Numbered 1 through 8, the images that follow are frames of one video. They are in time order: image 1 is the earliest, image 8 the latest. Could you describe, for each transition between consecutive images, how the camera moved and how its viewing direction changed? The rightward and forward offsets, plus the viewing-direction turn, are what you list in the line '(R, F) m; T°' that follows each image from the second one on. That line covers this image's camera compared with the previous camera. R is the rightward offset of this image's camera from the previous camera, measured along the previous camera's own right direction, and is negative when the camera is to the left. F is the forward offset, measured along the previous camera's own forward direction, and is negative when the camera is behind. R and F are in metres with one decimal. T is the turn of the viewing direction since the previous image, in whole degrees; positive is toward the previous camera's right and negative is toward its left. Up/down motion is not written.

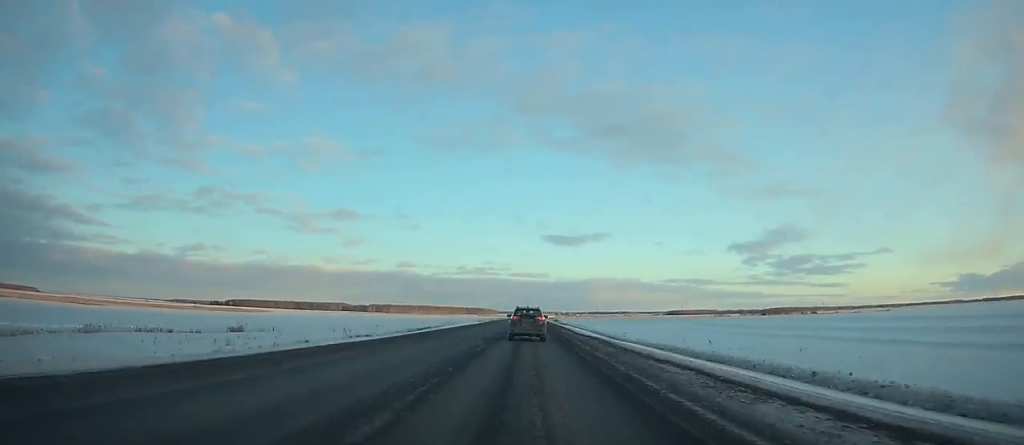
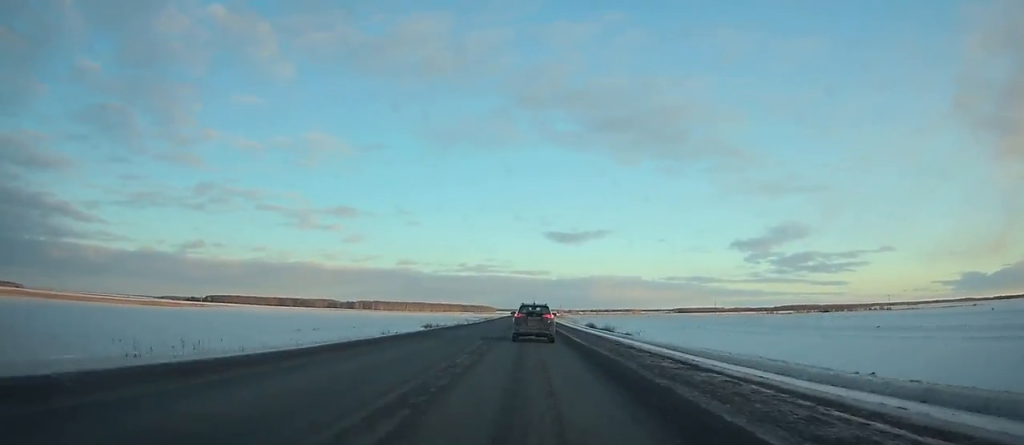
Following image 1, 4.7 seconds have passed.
(+0.1, +124.1) m; 0°
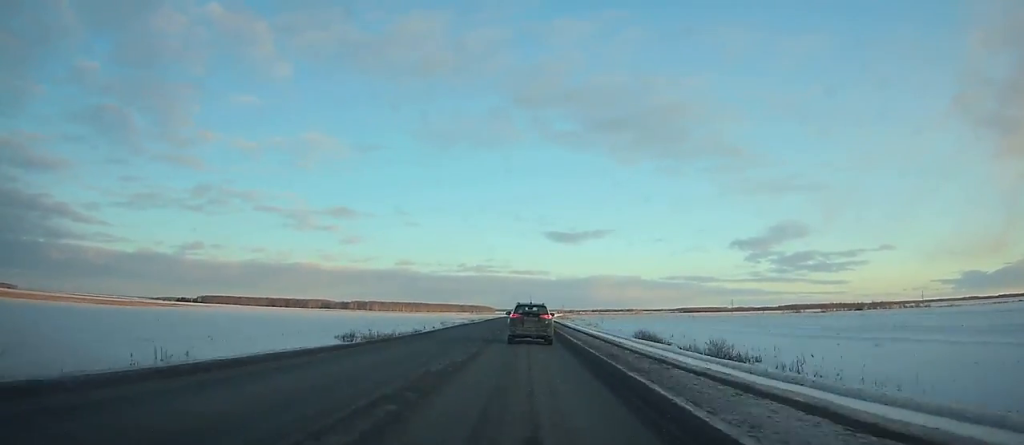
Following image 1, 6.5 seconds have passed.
(+0.2, +48.6) m; 0°
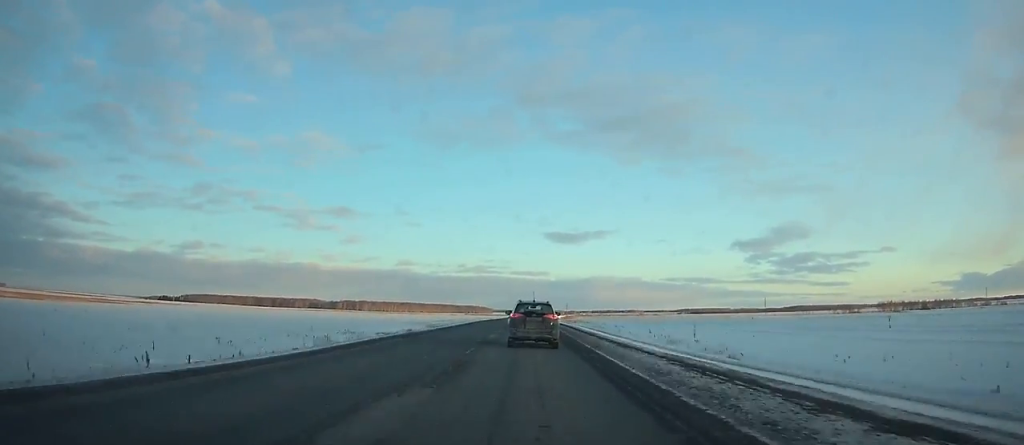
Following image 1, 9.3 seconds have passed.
(-0.2, +76.2) m; 0°
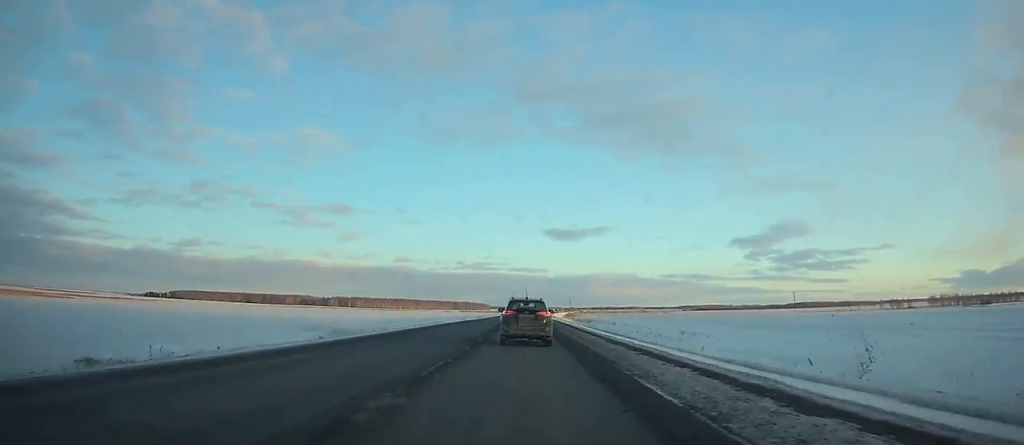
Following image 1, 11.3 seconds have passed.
(0.0, +54.3) m; 0°
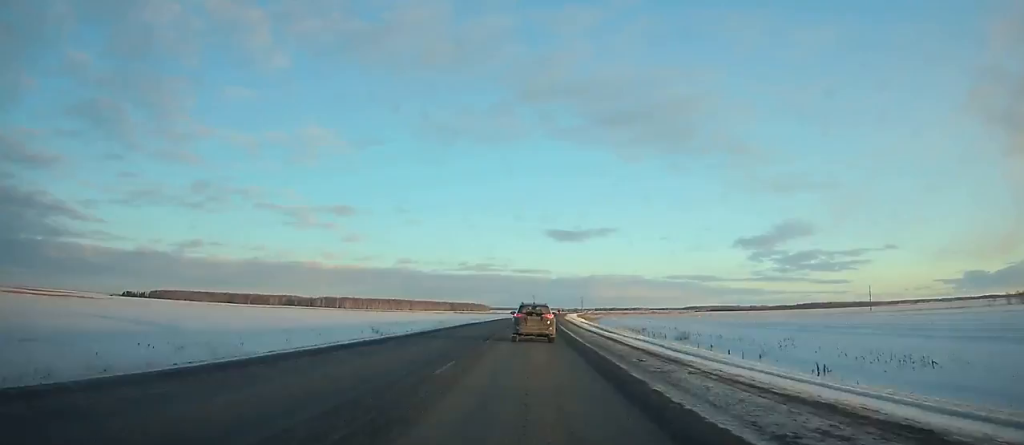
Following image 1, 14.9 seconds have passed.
(+0.2, +97.4) m; +1°
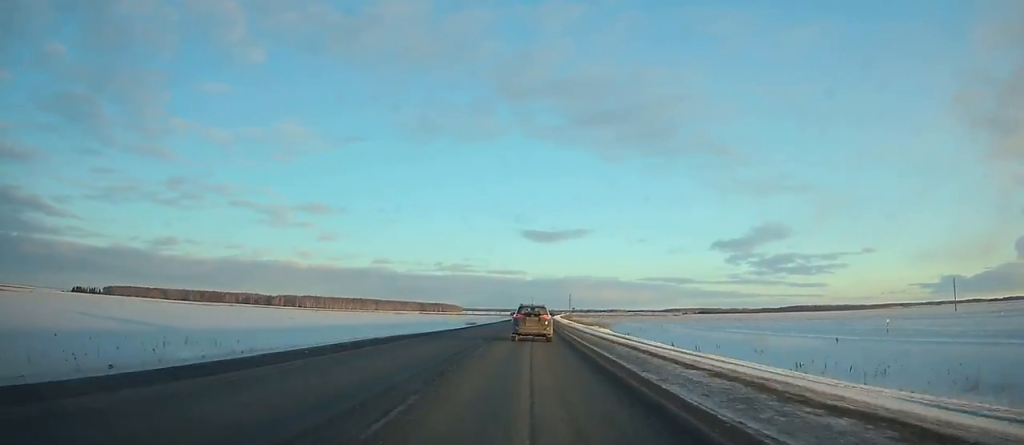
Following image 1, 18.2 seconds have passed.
(+0.9, +89.3) m; +2°
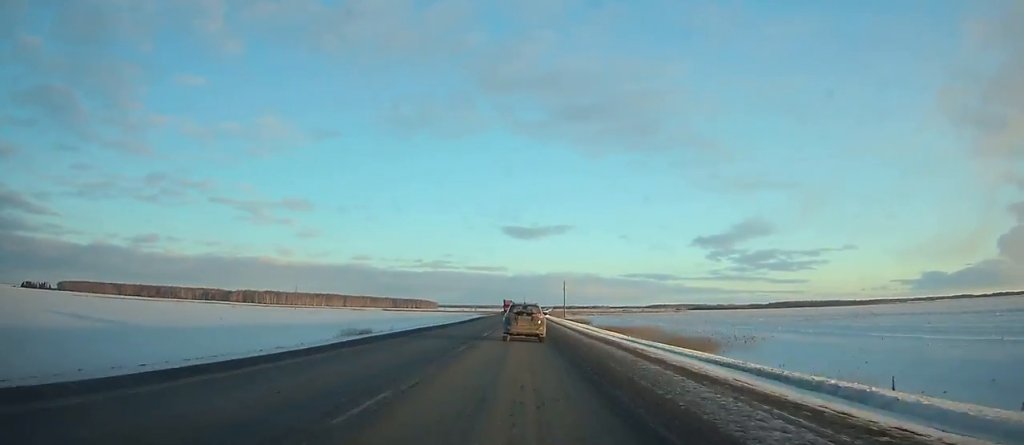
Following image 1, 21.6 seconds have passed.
(+1.6, +92.4) m; +1°
